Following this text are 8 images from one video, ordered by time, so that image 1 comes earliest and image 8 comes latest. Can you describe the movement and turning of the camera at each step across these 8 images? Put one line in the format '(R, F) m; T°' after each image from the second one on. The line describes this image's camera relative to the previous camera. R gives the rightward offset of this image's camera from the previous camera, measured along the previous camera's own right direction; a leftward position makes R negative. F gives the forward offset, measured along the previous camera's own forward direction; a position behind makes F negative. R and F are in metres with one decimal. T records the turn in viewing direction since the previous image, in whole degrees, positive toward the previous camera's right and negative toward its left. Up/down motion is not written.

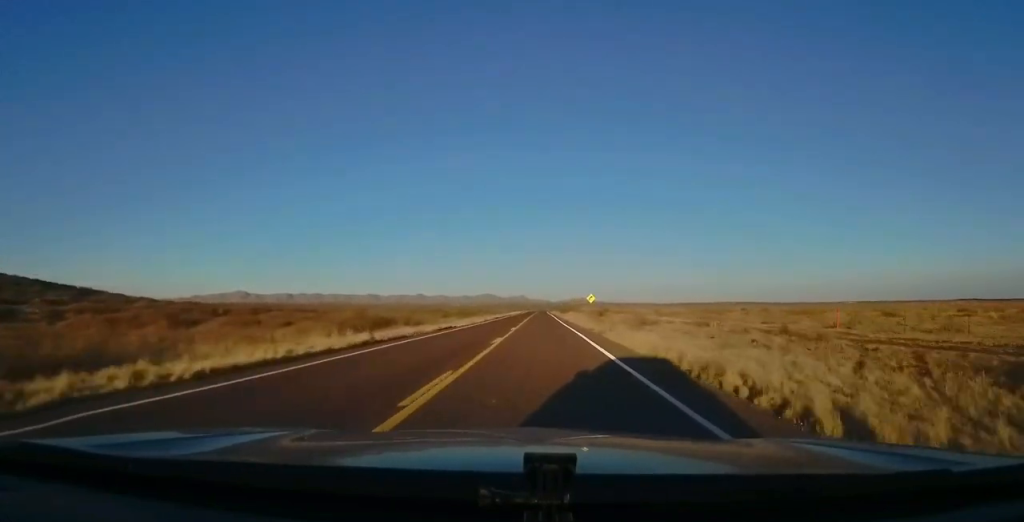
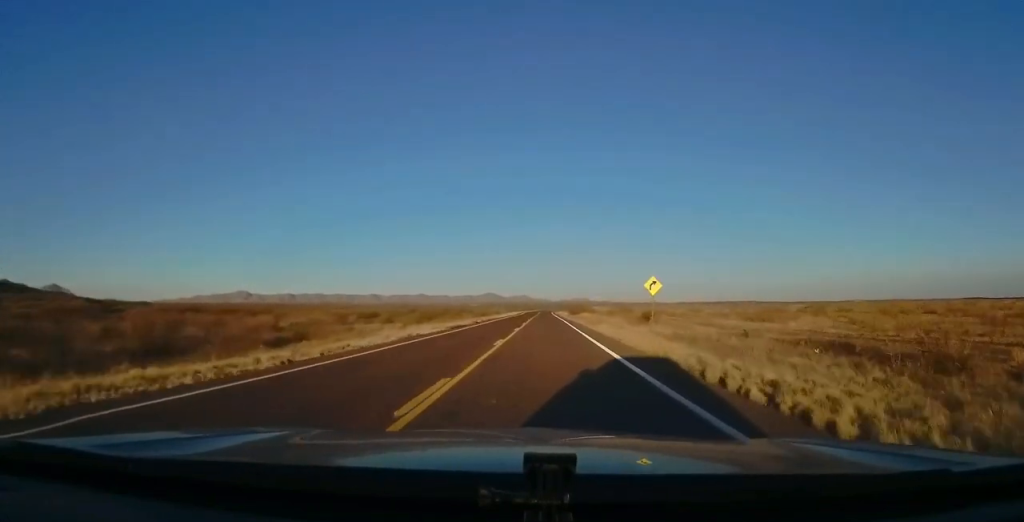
(0.0, +36.5) m; +1°
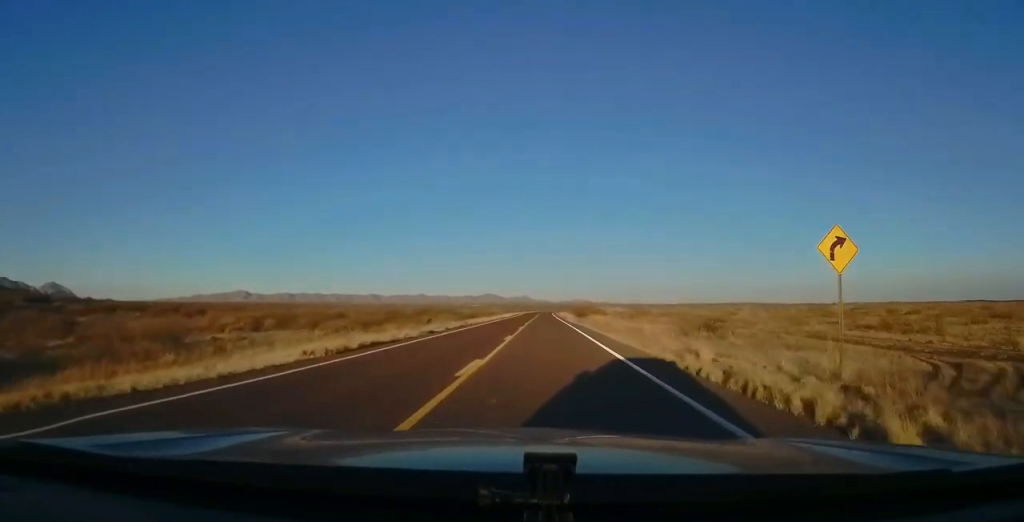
(+0.1, +20.2) m; +1°
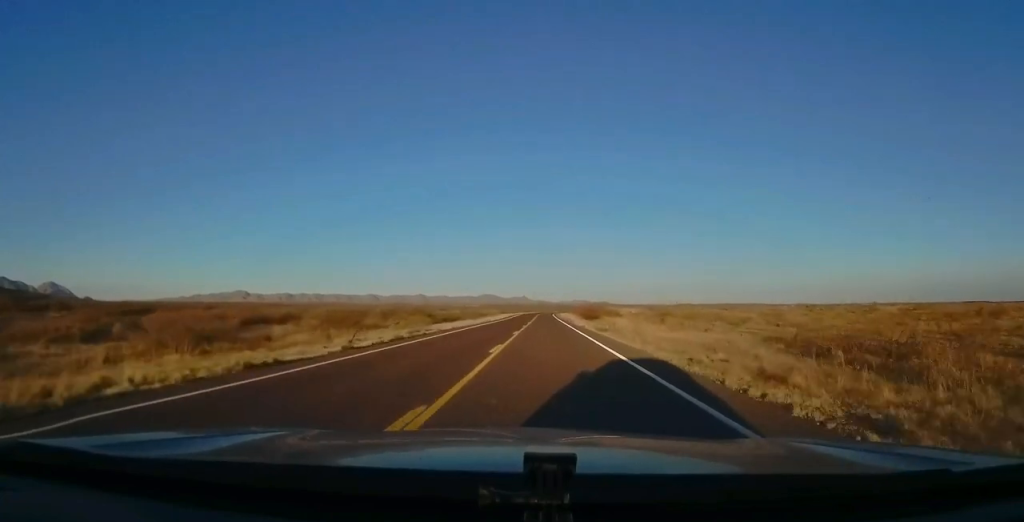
(+0.3, +18.3) m; 0°
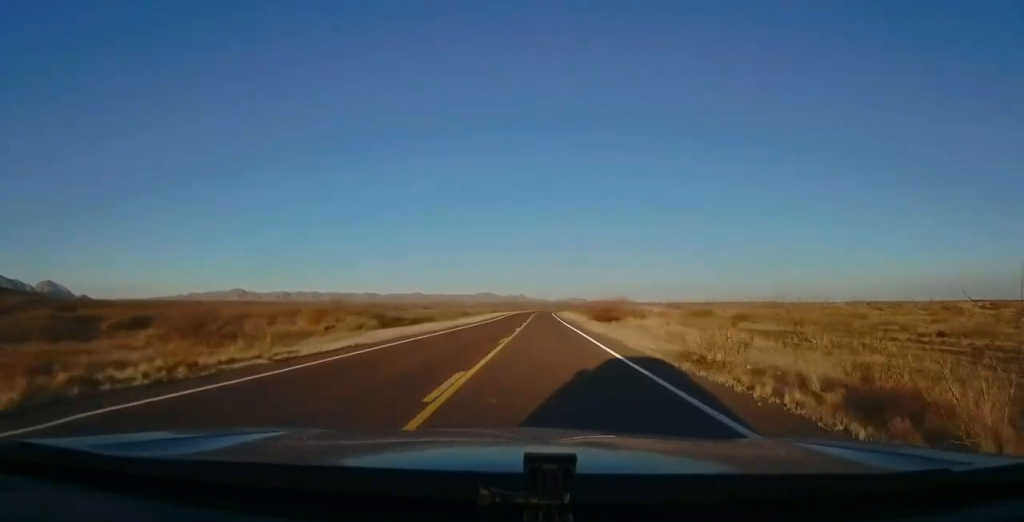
(-0.3, +20.3) m; -1°
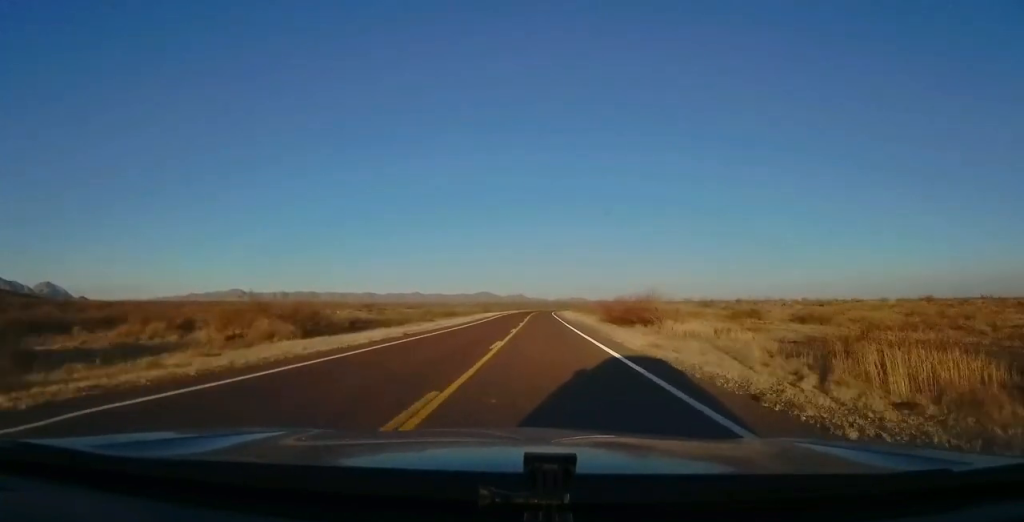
(-0.1, +14.4) m; 0°
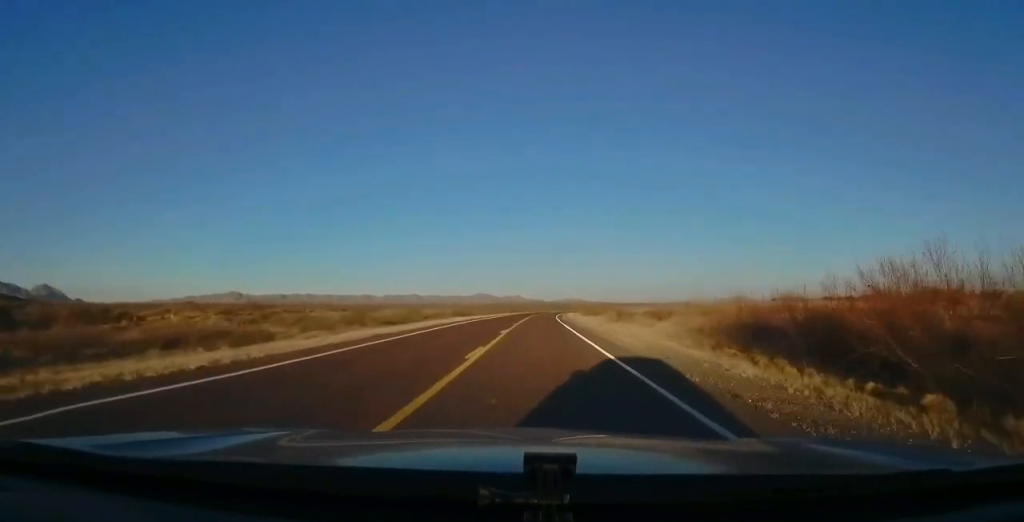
(+0.4, +39.4) m; +2°
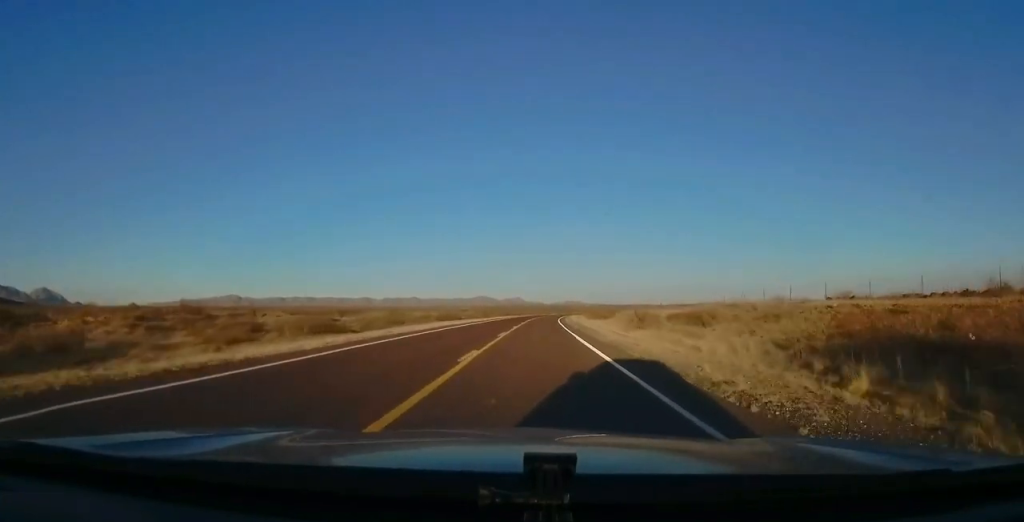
(+0.2, +12.5) m; +1°
